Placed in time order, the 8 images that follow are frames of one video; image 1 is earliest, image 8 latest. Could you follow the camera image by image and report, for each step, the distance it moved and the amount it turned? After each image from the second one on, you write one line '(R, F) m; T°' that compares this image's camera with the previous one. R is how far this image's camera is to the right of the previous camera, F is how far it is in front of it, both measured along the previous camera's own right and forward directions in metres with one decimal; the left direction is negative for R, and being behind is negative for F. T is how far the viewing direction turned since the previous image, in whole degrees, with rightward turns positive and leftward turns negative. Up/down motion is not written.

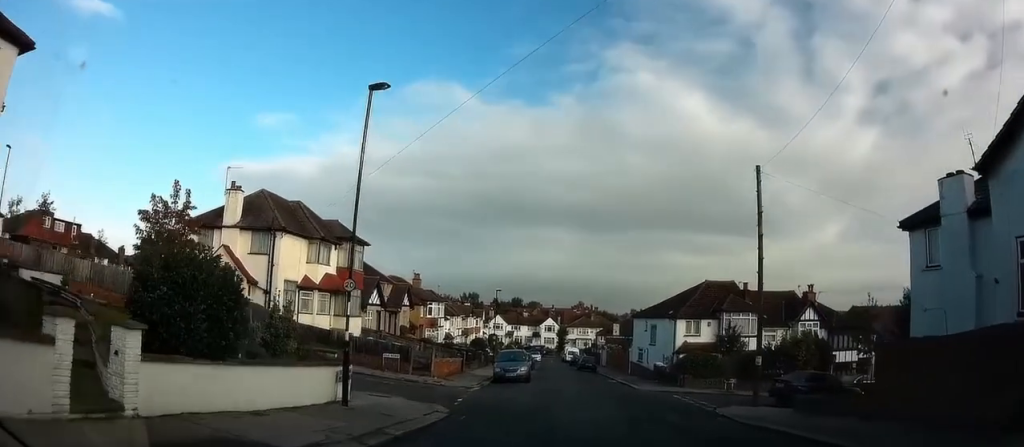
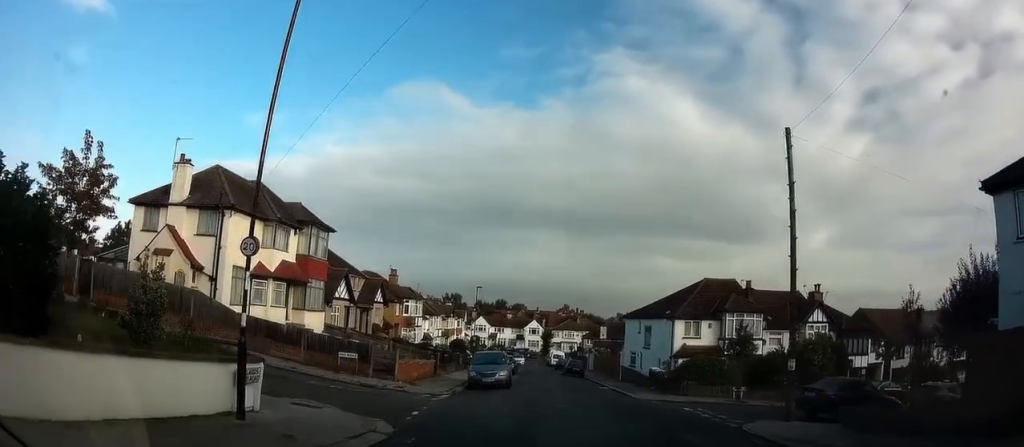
(0.0, +3.9) m; 0°
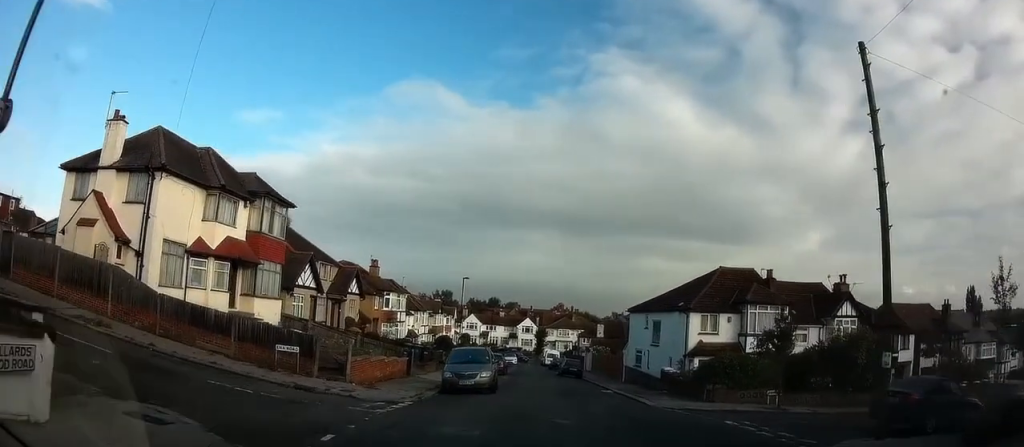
(+0.1, +5.1) m; +1°
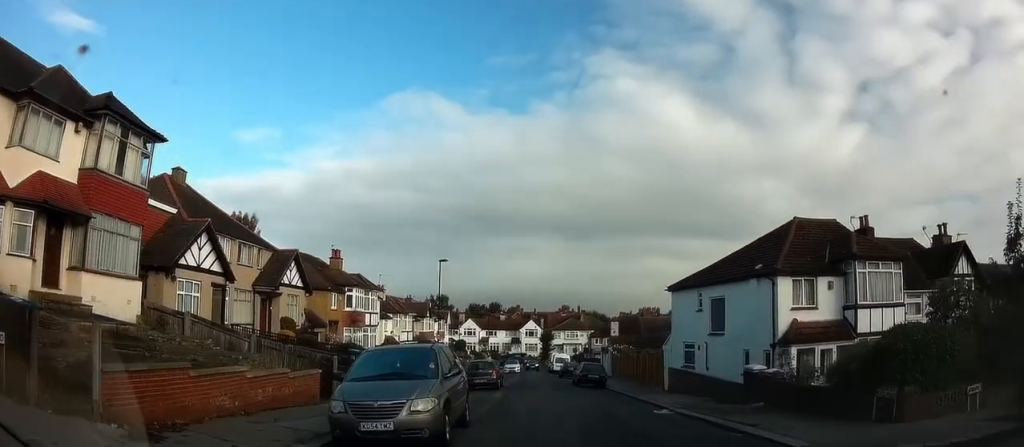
(+0.2, +11.4) m; +2°
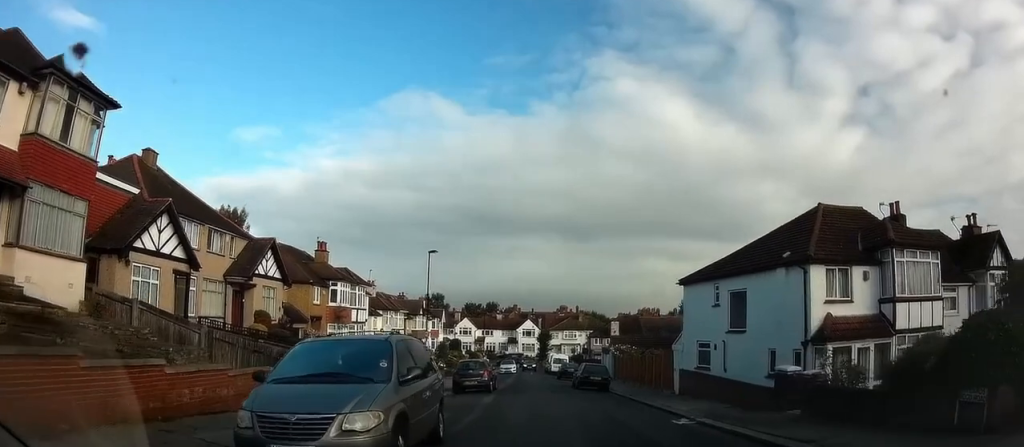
(0.0, +2.8) m; 0°
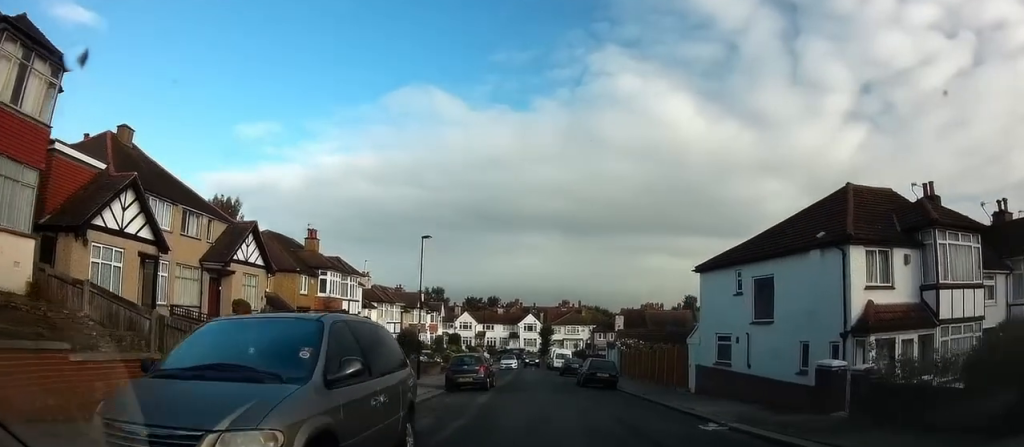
(+0.1, +2.5) m; 0°
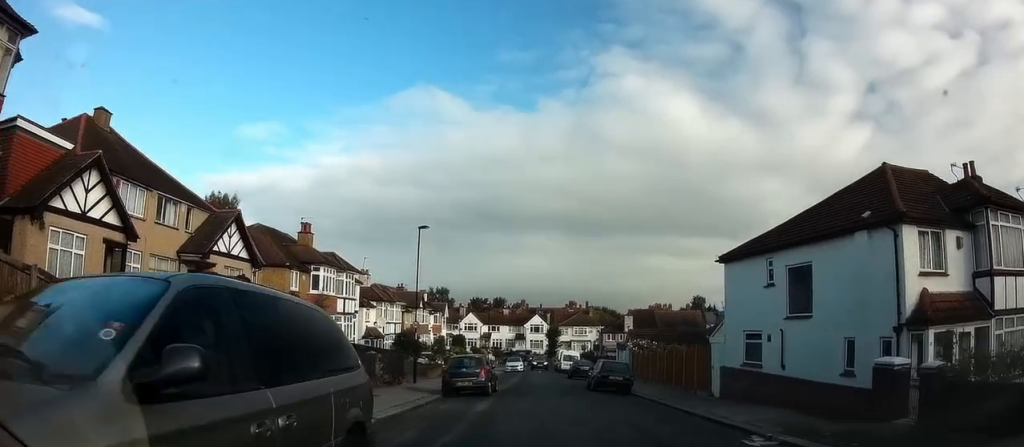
(0.0, +2.4) m; 0°
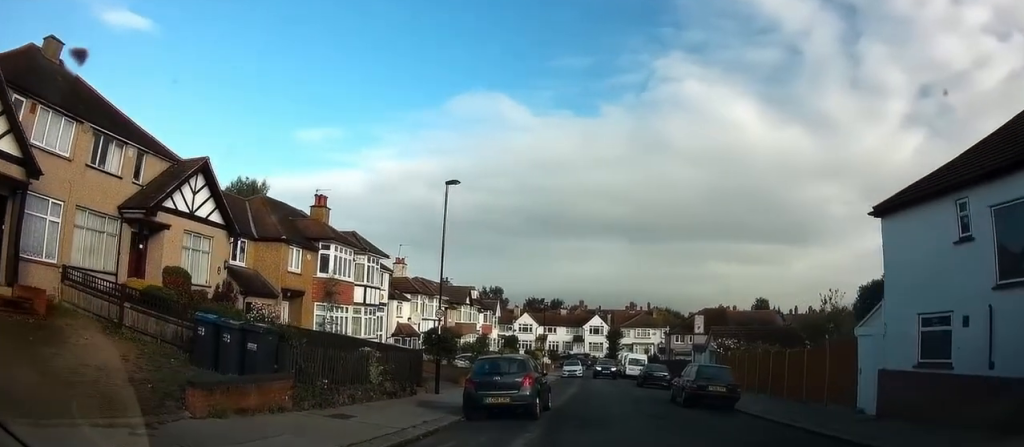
(-0.1, +7.5) m; +1°
